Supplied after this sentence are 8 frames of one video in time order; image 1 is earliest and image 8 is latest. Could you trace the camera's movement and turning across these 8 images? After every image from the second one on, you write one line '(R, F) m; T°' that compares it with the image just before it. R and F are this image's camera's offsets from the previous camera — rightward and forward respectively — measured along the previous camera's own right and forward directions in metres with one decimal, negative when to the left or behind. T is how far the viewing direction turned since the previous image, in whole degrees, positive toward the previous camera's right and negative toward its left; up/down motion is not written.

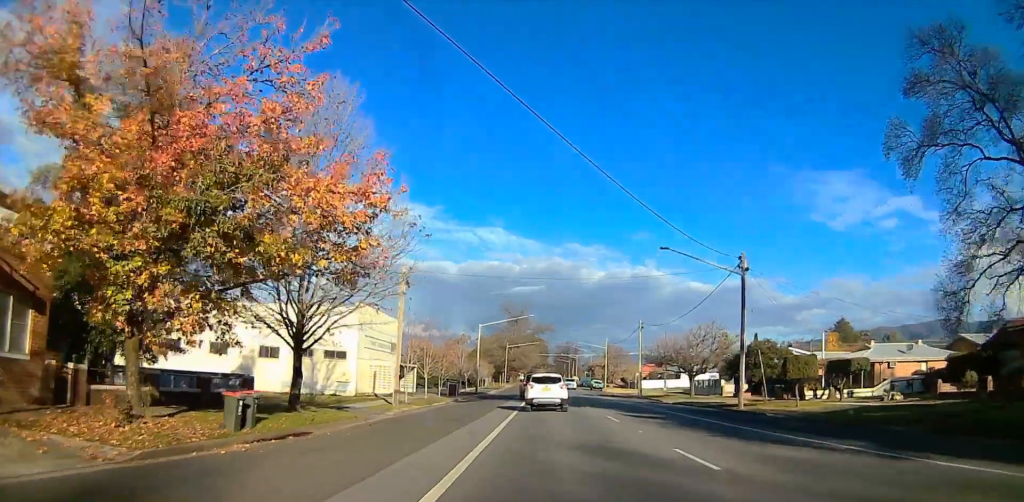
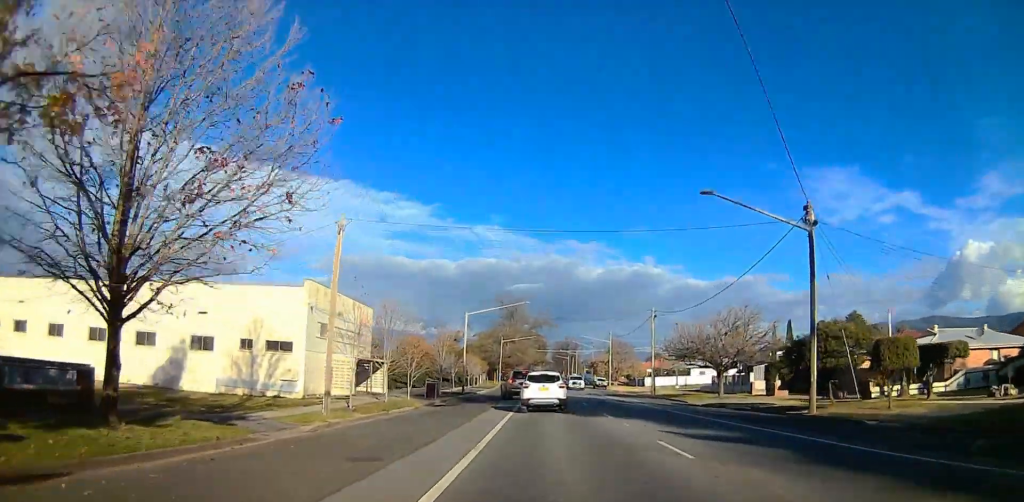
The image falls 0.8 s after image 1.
(-0.5, +10.7) m; -4°
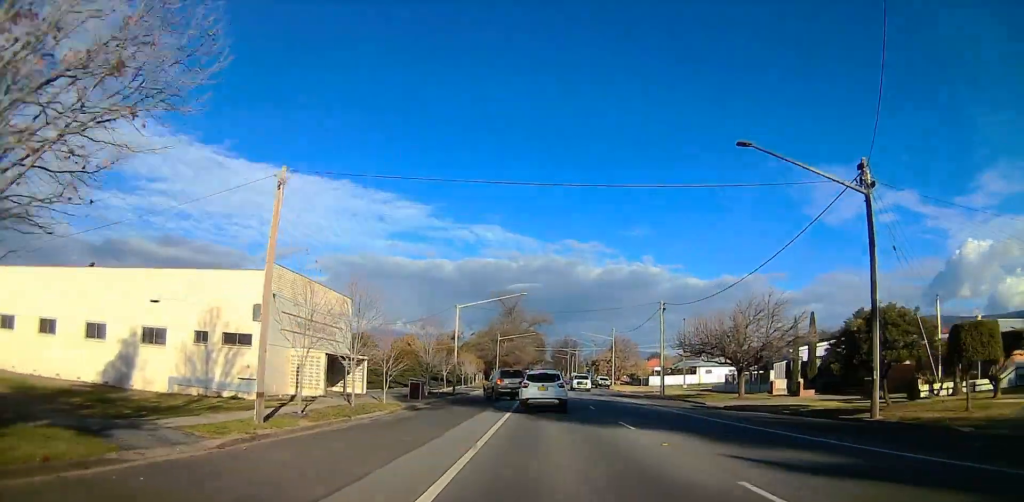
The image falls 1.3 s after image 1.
(-0.2, +5.9) m; 0°
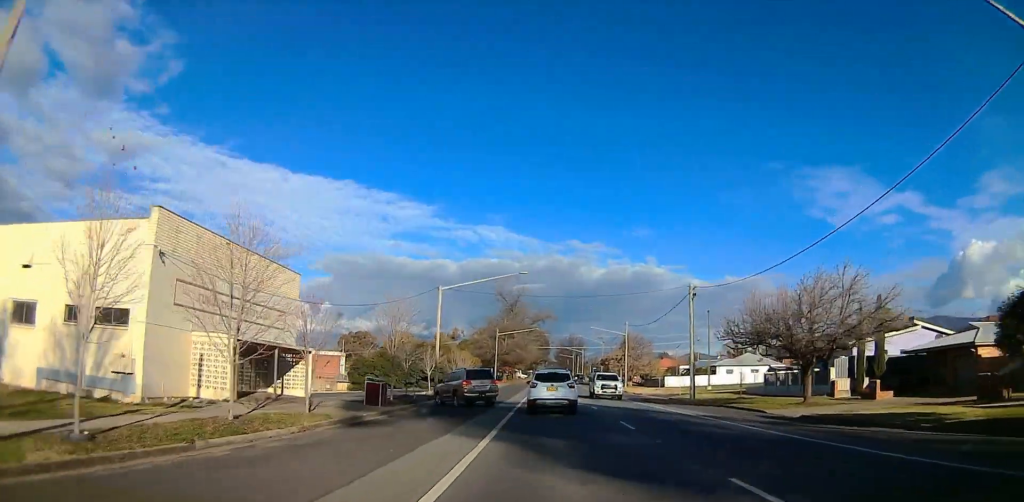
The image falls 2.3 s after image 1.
(-0.1, +11.5) m; 0°
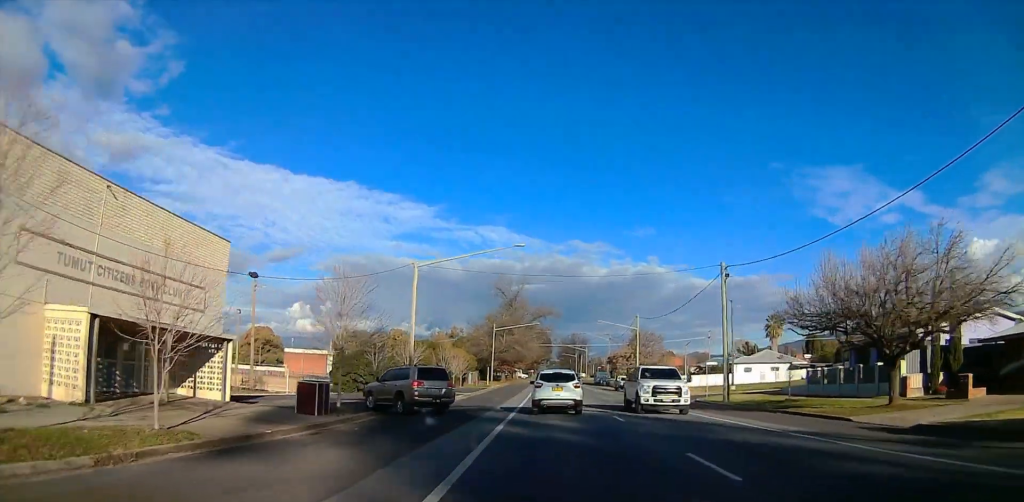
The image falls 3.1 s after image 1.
(+0.1, +9.3) m; +2°
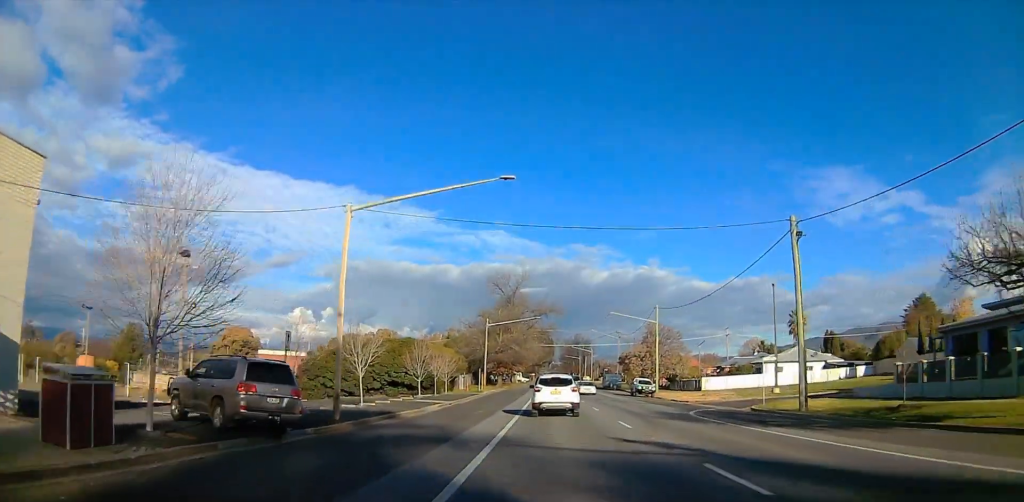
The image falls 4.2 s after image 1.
(+0.4, +13.4) m; +3°
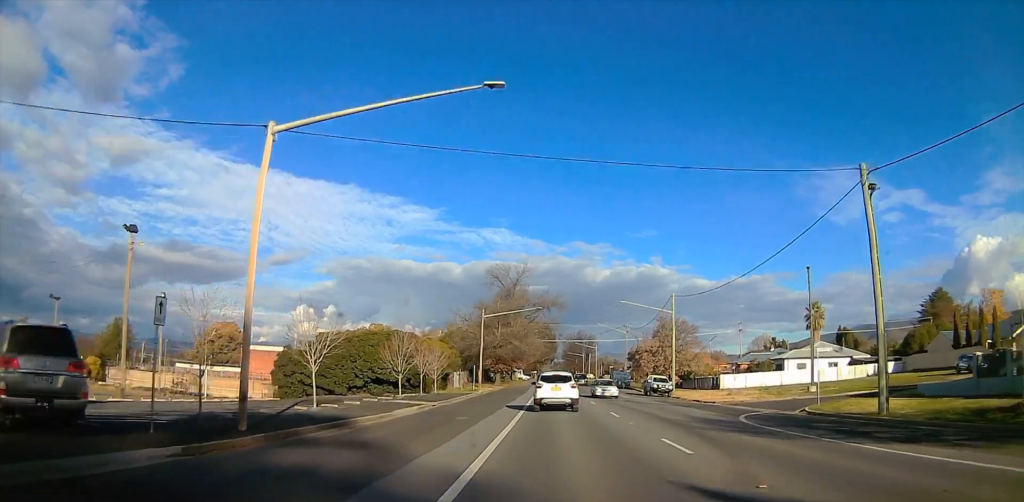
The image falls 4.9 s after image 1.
(+0.4, +7.5) m; 0°
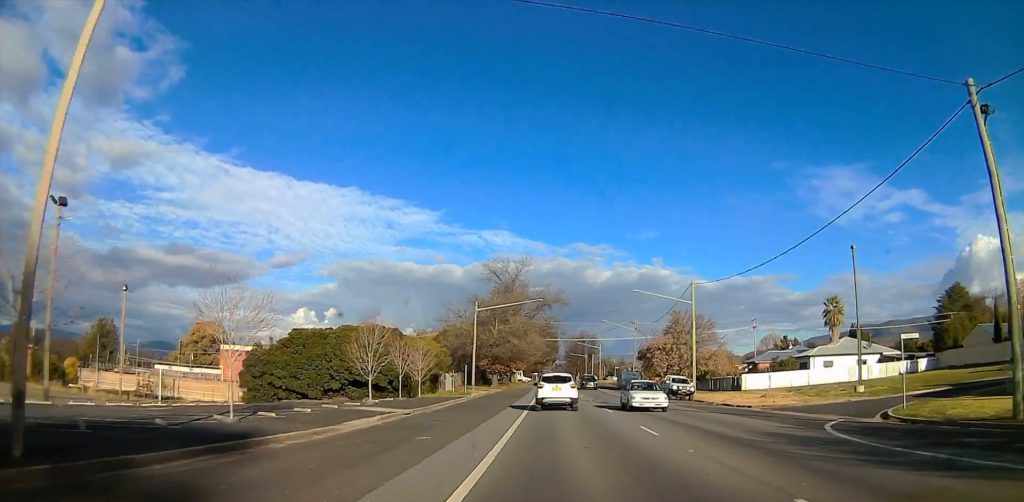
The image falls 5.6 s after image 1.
(-0.4, +8.1) m; 0°
